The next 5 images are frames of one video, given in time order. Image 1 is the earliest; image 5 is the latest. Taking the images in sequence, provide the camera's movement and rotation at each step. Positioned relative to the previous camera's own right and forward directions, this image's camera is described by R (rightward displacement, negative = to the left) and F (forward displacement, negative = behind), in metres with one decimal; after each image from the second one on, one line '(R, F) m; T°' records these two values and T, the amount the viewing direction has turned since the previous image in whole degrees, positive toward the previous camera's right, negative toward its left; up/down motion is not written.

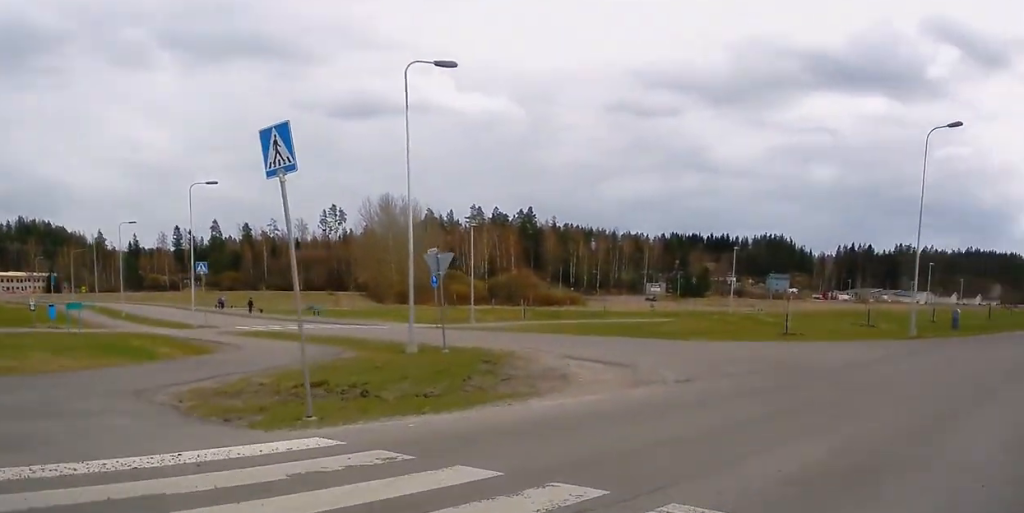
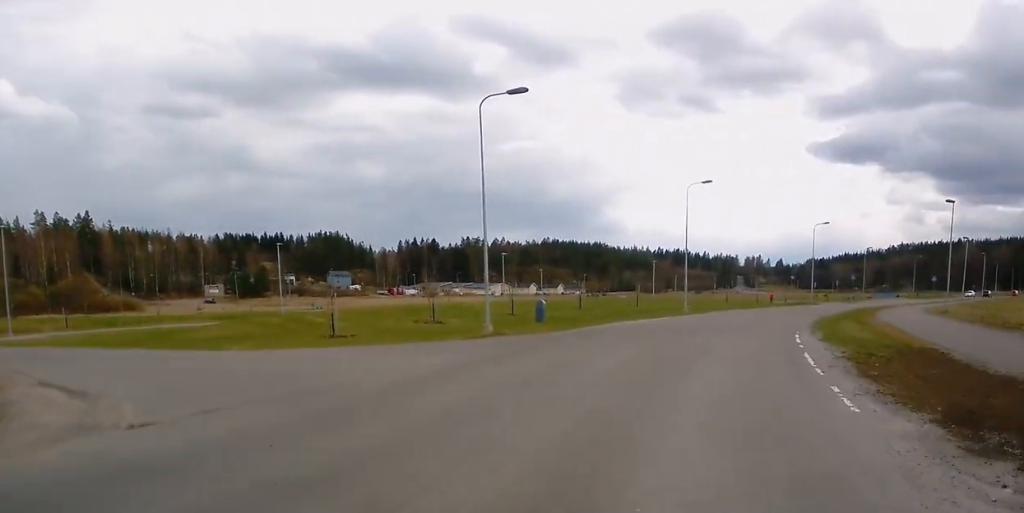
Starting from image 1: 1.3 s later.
(+0.6, +3.4) m; +11°
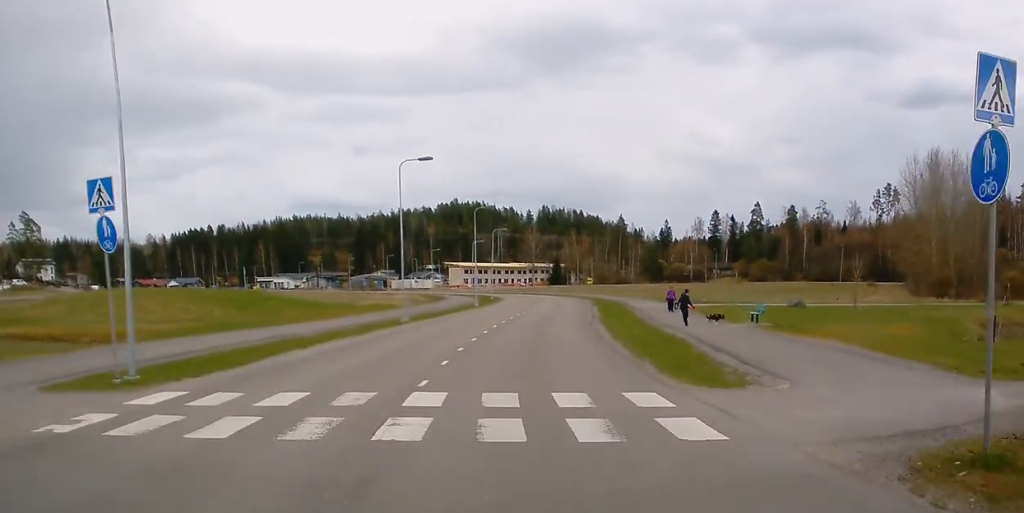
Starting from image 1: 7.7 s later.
(-20.9, +28.1) m; -62°
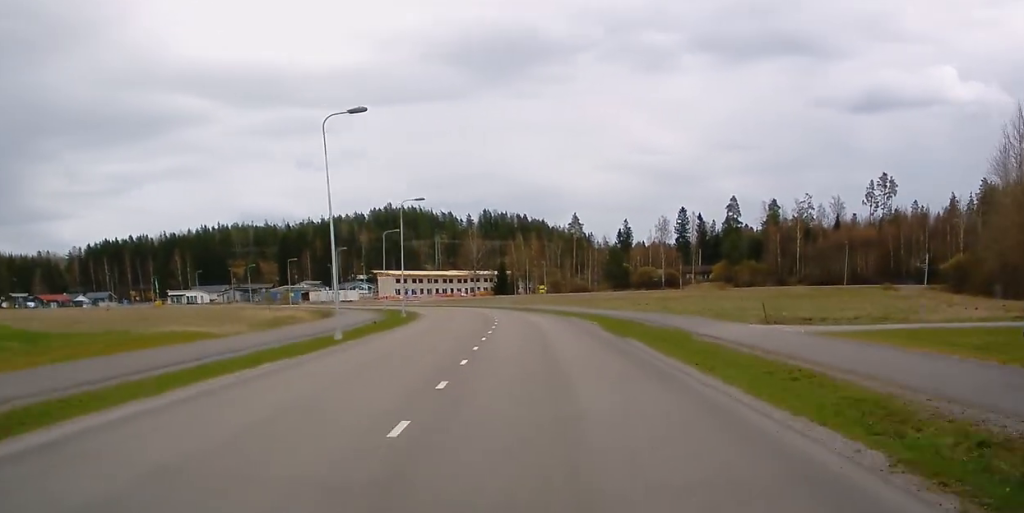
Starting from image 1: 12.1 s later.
(-0.7, +39.8) m; +2°
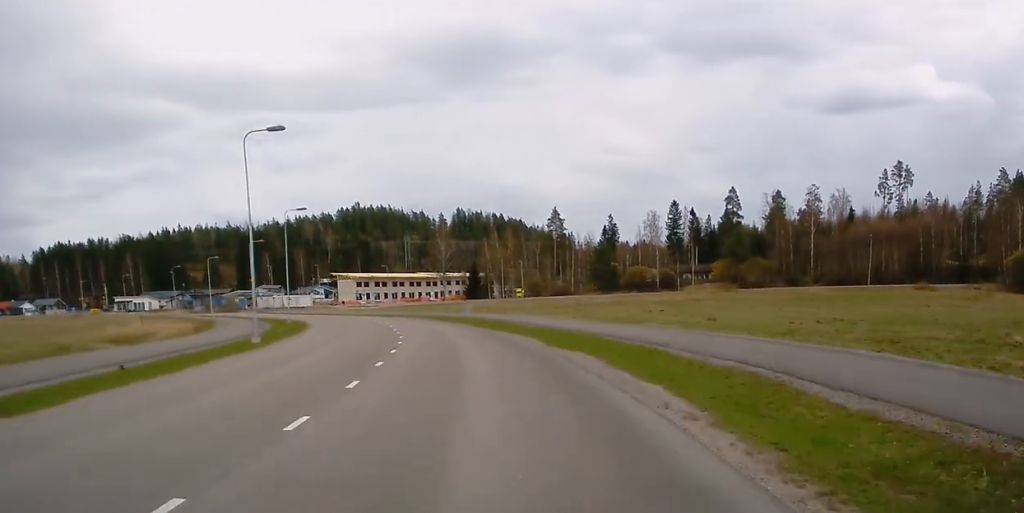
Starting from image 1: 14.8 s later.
(+0.5, +27.7) m; -1°
